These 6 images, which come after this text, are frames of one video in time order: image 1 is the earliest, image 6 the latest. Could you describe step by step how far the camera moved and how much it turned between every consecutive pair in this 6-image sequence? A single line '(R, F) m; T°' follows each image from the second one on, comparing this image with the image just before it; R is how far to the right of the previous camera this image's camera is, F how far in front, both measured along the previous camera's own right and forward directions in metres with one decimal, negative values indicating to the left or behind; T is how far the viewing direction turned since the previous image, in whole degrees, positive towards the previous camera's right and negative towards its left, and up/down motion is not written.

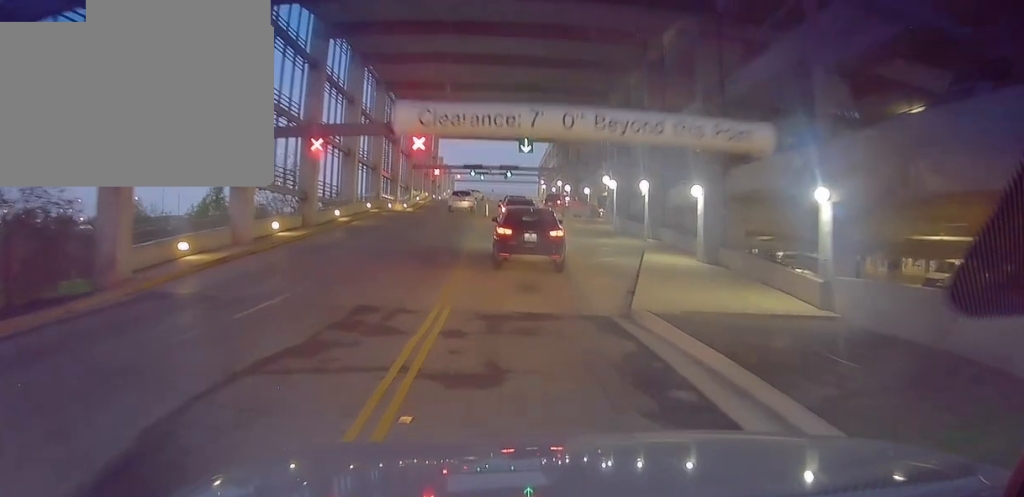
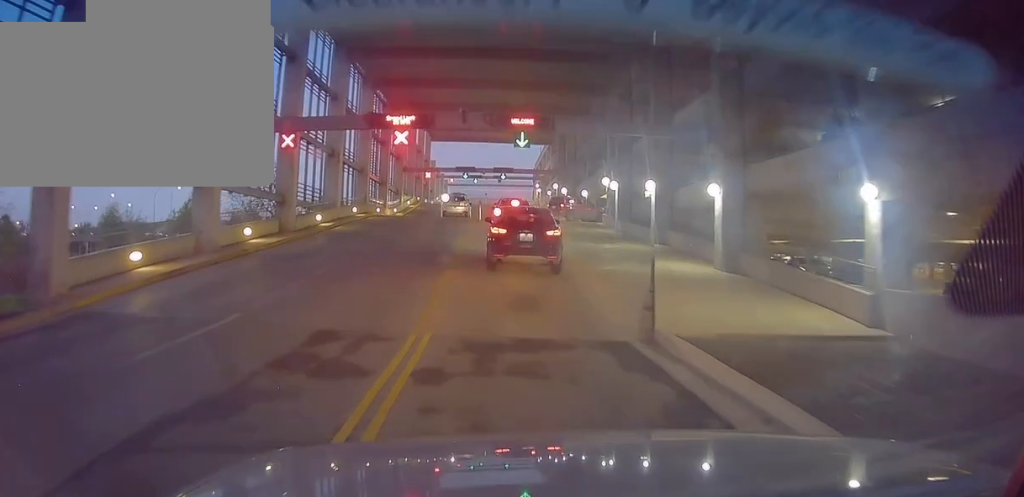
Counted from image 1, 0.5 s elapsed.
(0.0, +2.9) m; 0°
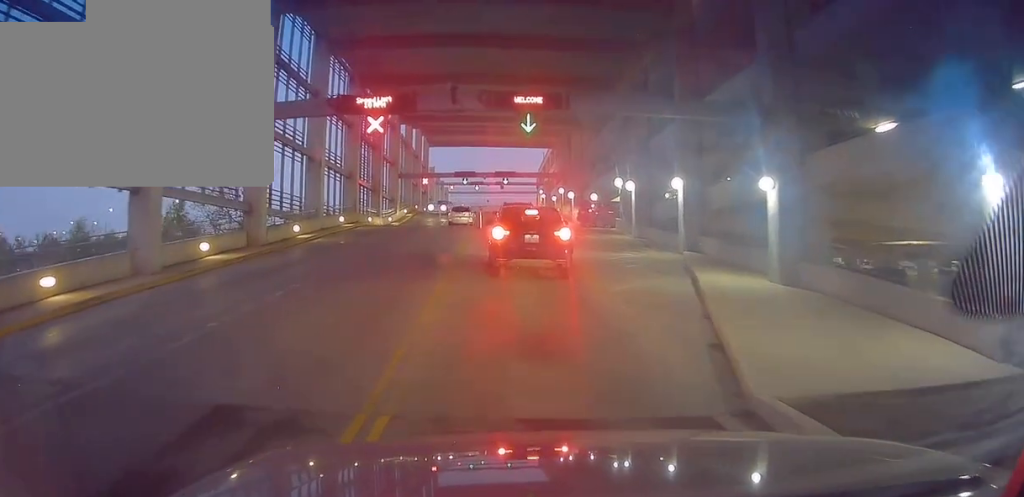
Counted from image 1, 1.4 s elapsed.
(0.0, +4.5) m; 0°
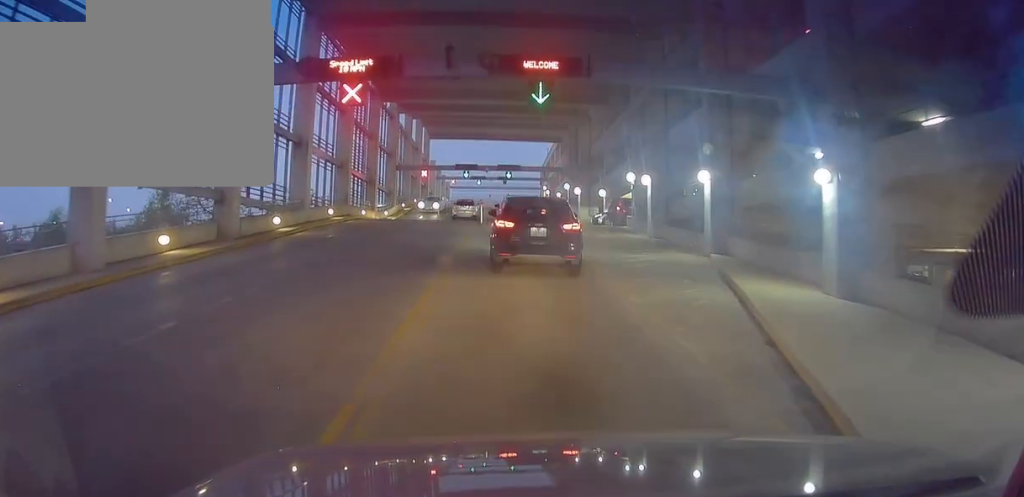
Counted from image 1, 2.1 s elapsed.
(0.0, +3.2) m; 0°
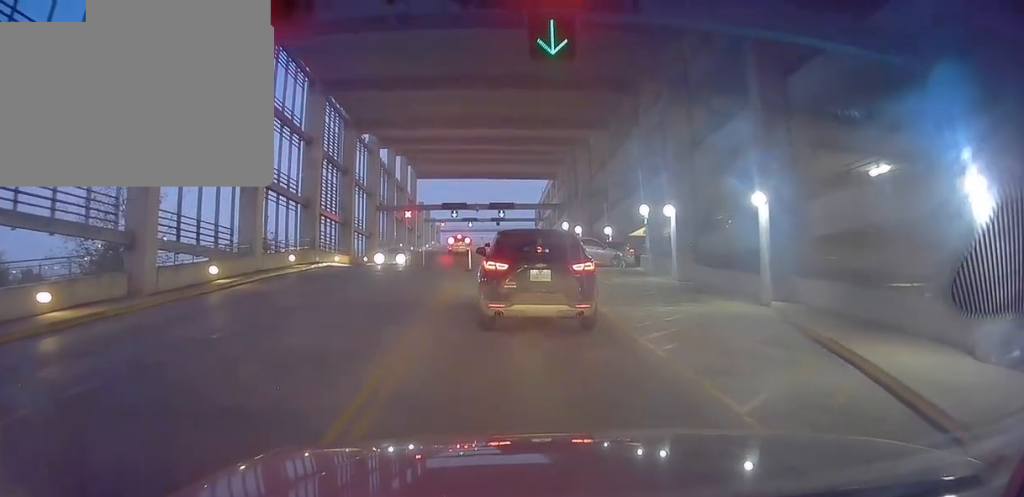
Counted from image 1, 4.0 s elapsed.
(0.0, +5.8) m; 0°
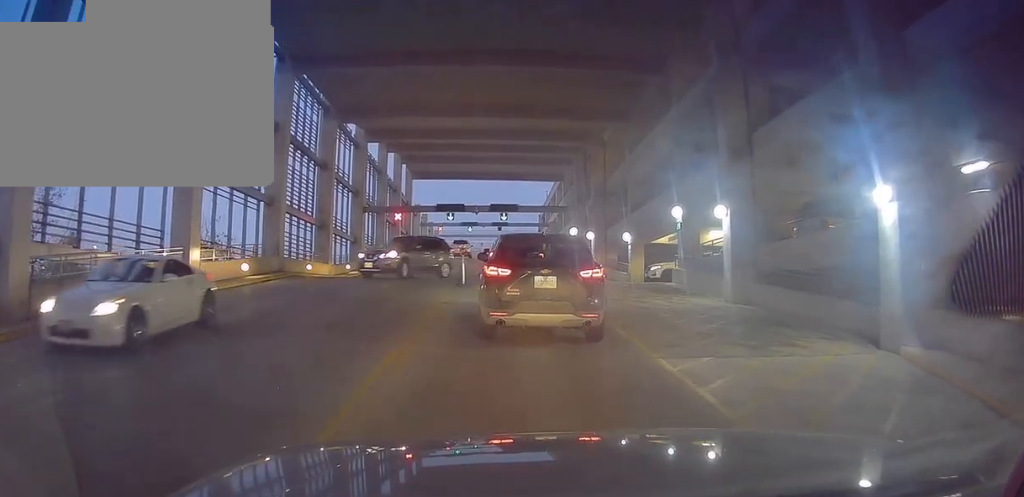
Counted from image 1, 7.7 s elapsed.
(0.0, +5.3) m; 0°
